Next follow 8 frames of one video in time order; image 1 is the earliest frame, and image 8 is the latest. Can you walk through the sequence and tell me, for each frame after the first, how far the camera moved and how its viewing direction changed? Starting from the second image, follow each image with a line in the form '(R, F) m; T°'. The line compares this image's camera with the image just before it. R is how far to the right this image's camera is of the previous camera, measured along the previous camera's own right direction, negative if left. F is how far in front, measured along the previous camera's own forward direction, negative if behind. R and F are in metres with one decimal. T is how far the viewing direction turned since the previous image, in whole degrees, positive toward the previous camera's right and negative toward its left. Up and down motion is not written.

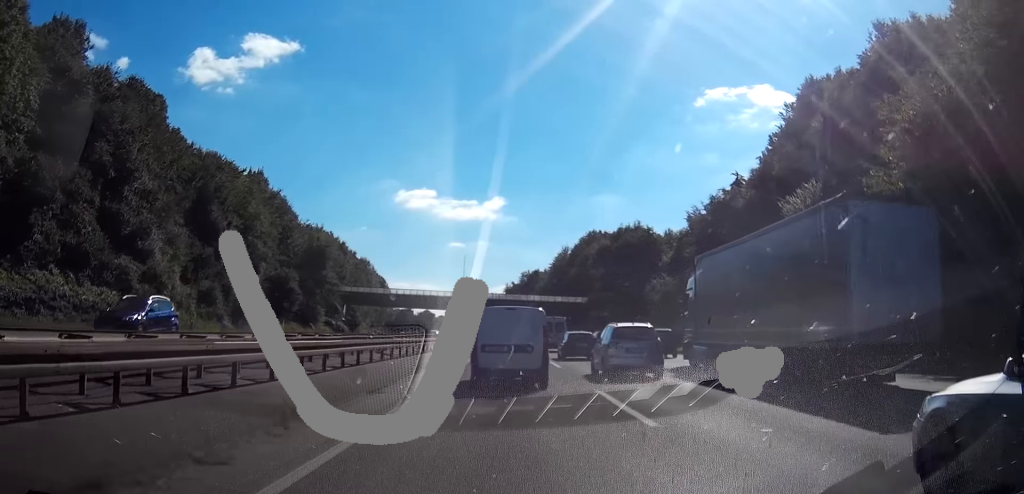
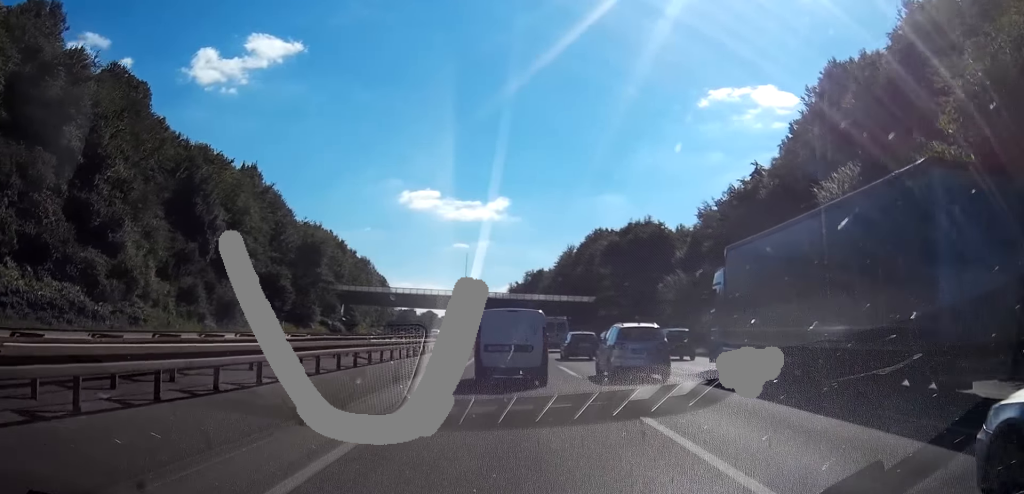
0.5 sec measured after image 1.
(0.0, +5.6) m; 0°
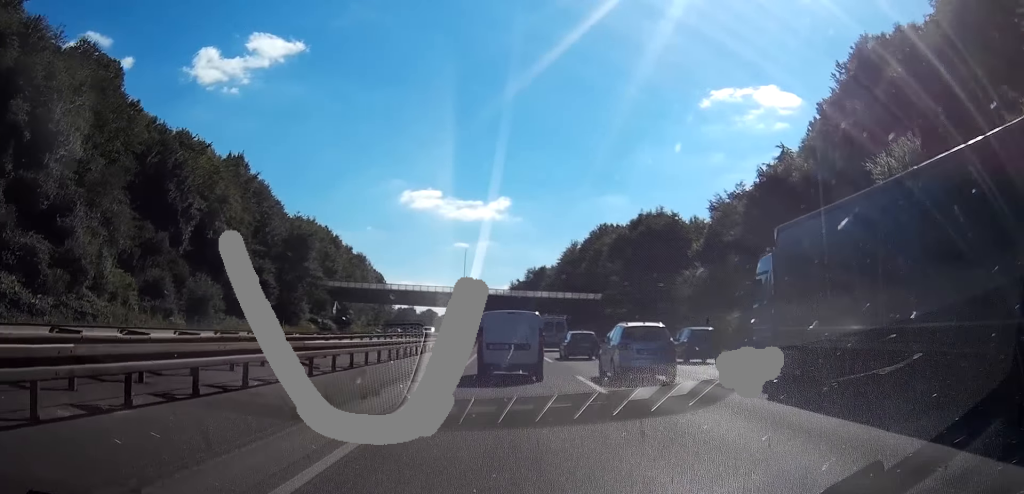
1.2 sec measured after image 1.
(0.0, +7.7) m; 0°
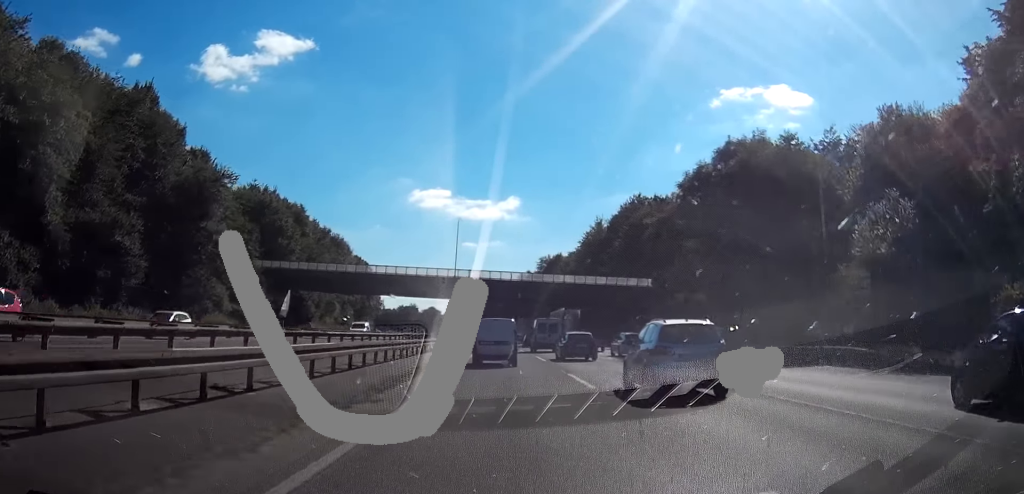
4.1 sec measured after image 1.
(+0.4, +36.9) m; 0°
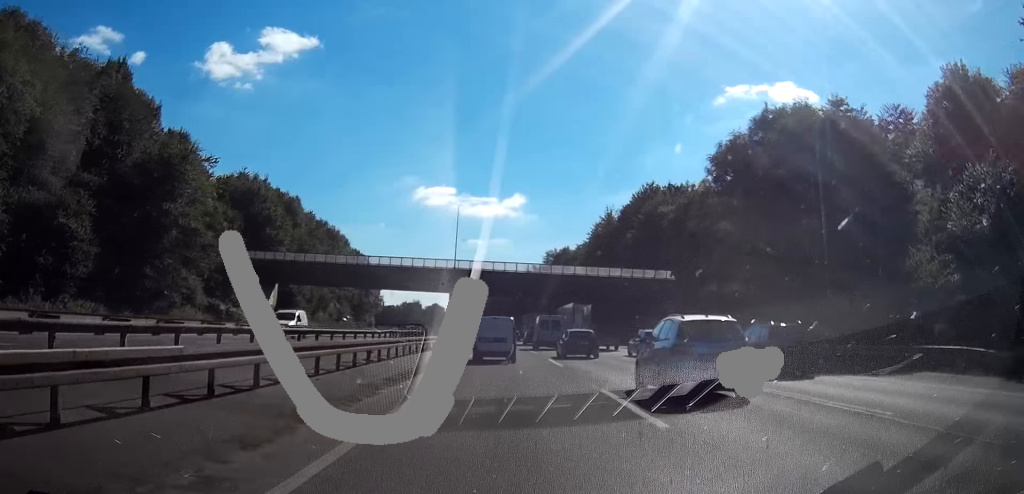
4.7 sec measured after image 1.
(0.0, +8.1) m; -1°
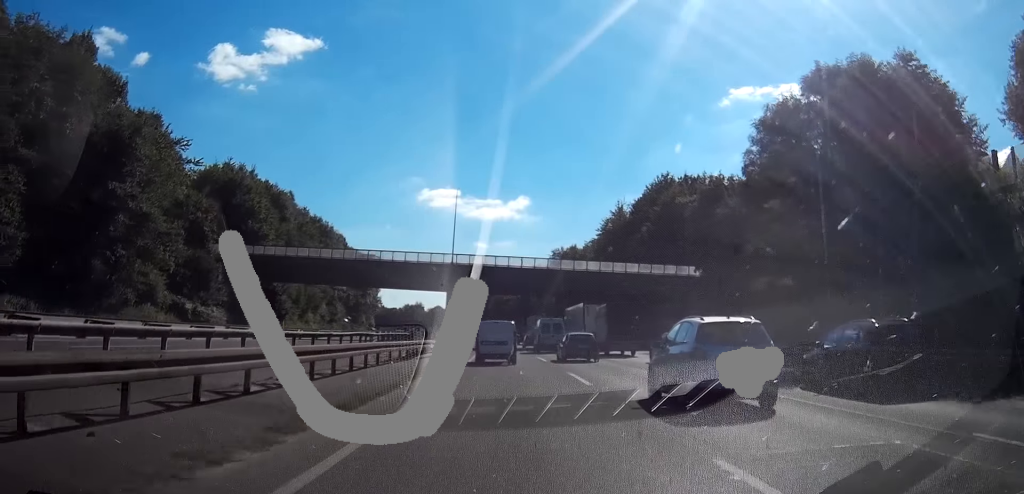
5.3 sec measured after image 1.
(-0.1, +9.1) m; -1°
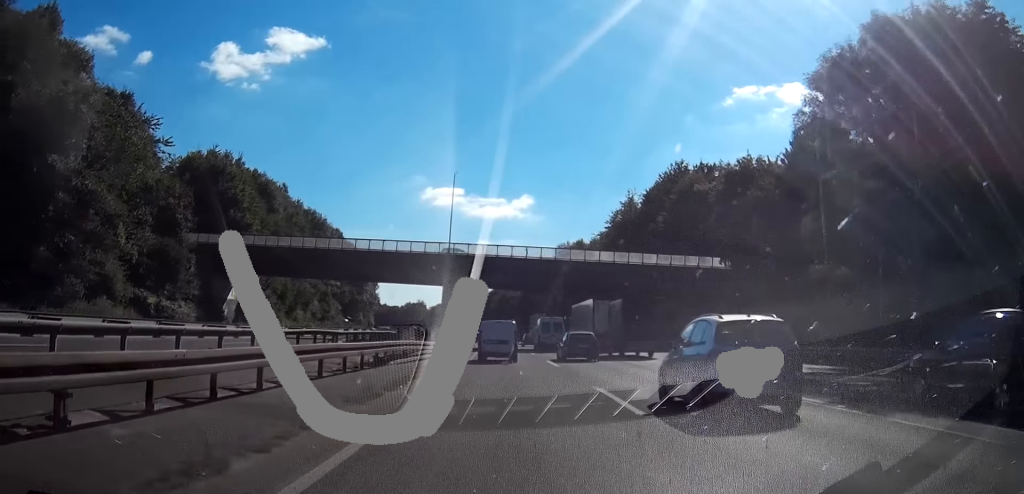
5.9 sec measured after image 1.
(-0.1, +7.9) m; -1°
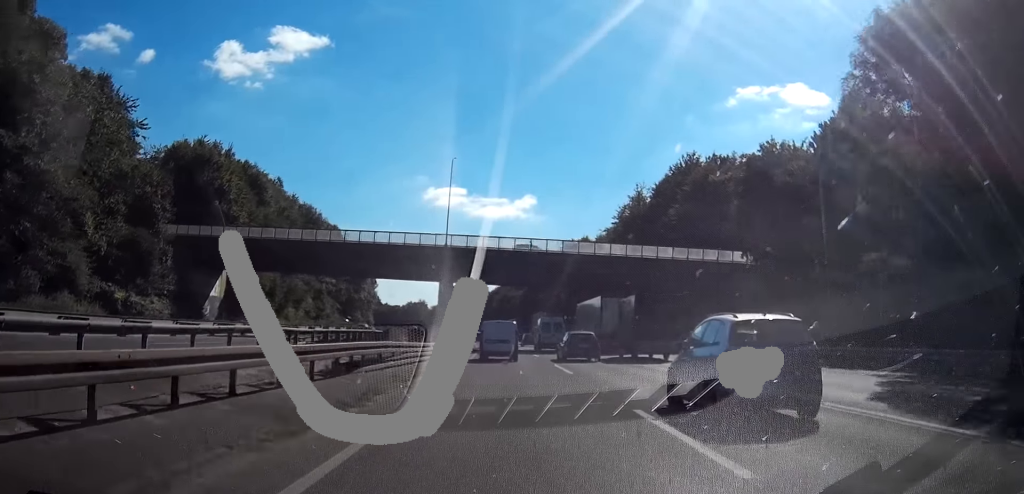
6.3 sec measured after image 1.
(0.0, +5.7) m; 0°
